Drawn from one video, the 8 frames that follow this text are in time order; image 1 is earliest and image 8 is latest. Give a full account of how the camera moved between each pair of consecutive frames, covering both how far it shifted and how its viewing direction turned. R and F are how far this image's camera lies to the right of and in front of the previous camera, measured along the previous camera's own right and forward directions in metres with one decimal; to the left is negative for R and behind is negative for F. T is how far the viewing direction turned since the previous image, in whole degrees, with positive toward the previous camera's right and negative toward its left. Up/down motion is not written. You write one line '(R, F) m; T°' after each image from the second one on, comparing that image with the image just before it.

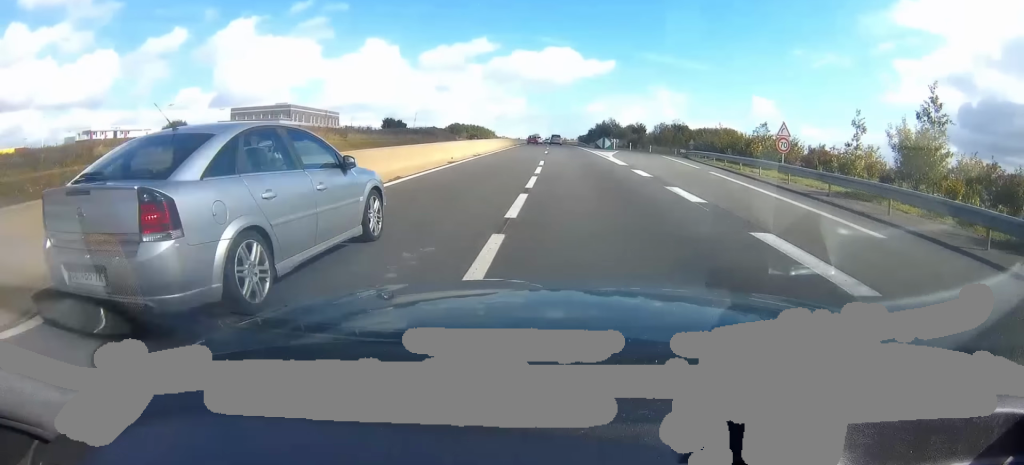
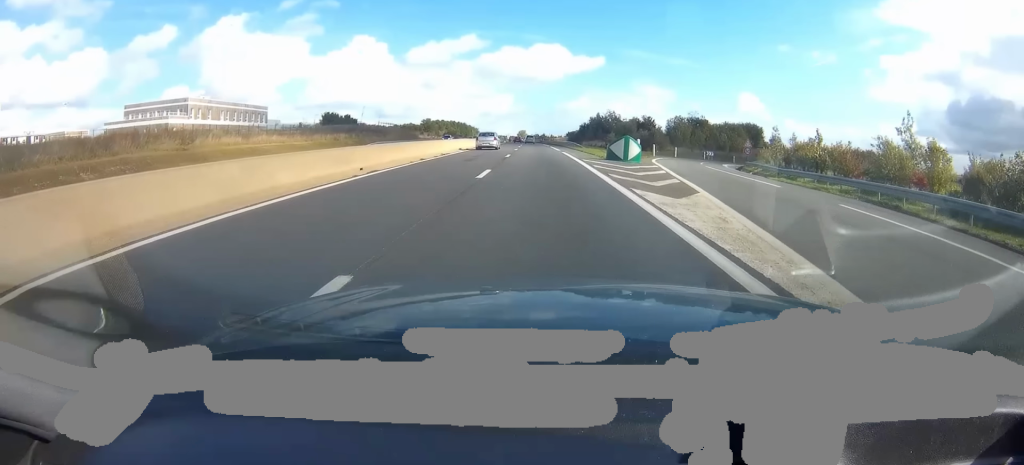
(0.0, +12.4) m; 0°
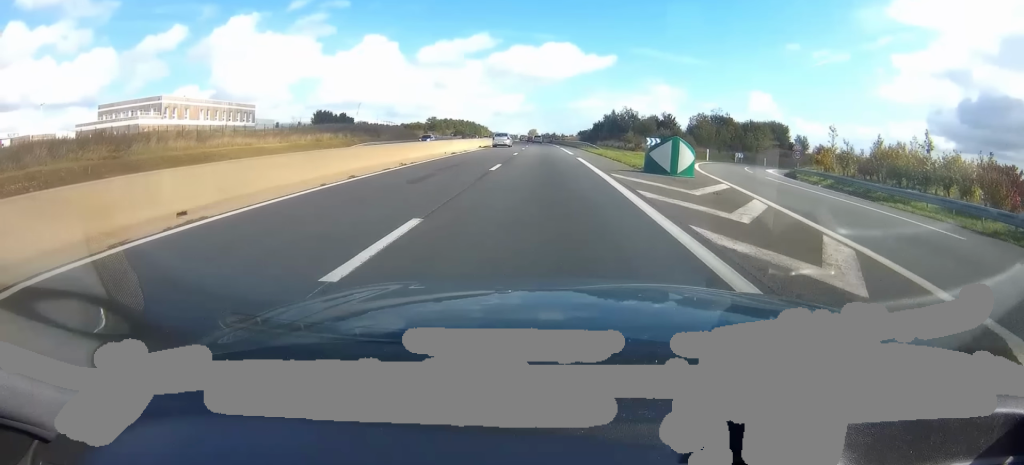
(0.0, +10.8) m; 0°
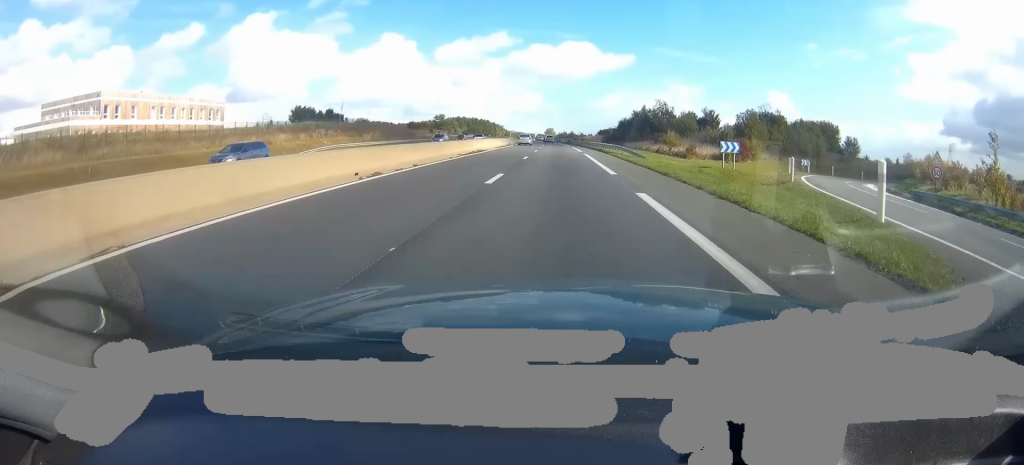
(0.0, +18.2) m; -1°
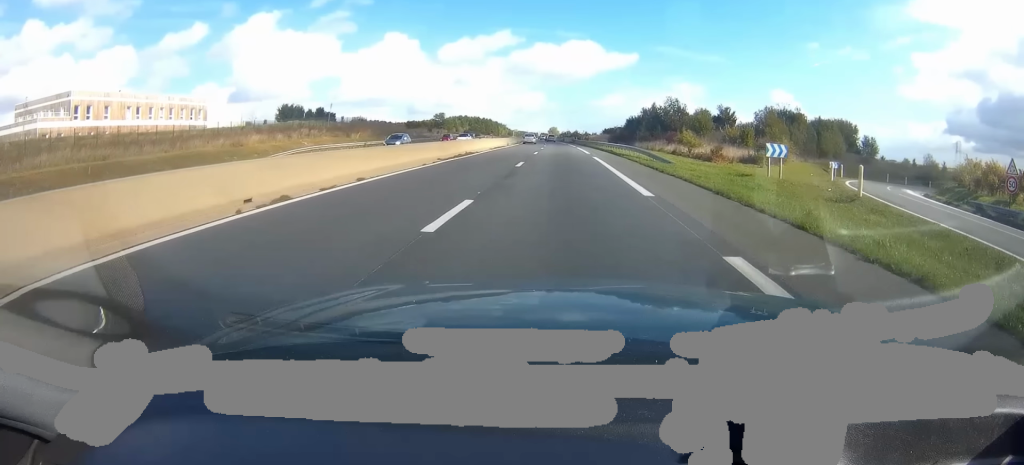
(0.0, +6.6) m; -1°
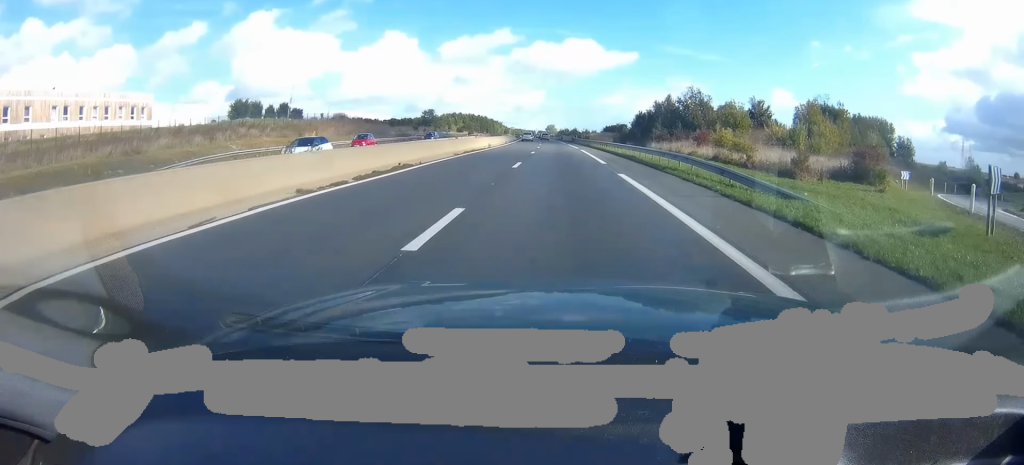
(-0.3, +14.6) m; 0°
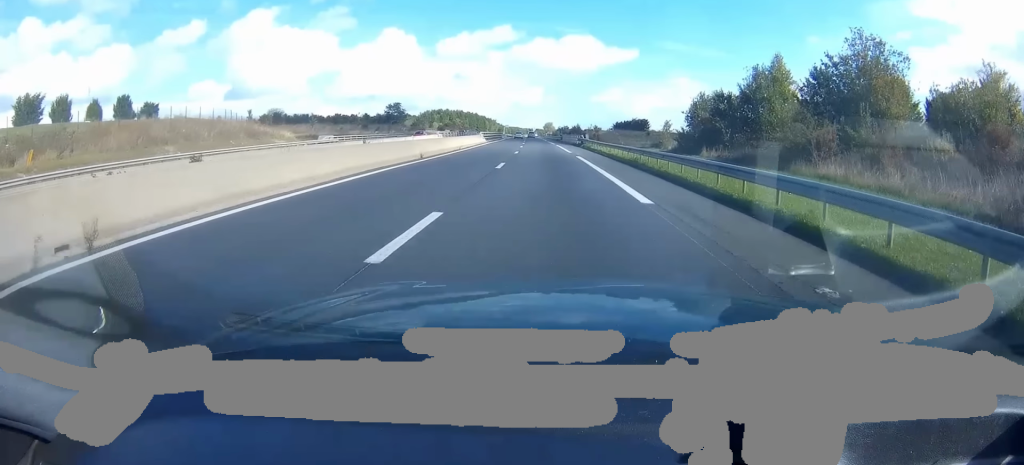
(+0.8, +39.9) m; +1°
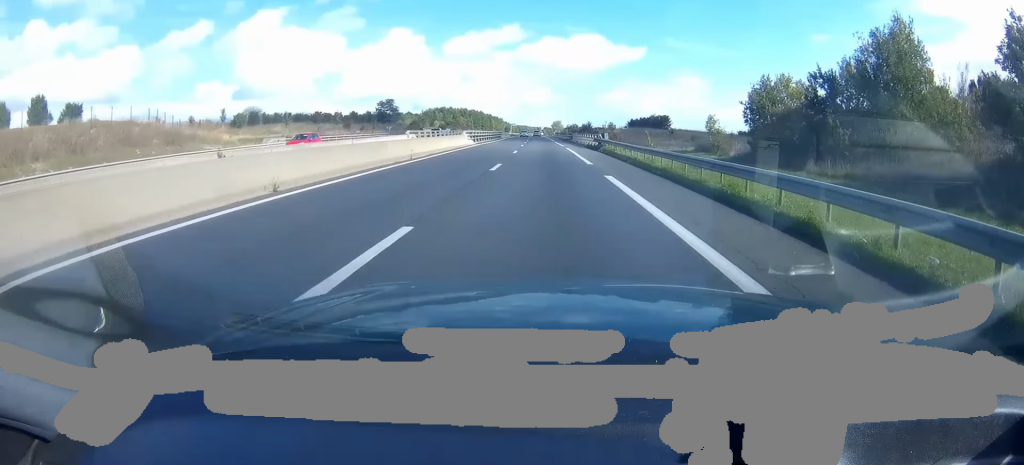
(-0.1, +14.2) m; -1°
